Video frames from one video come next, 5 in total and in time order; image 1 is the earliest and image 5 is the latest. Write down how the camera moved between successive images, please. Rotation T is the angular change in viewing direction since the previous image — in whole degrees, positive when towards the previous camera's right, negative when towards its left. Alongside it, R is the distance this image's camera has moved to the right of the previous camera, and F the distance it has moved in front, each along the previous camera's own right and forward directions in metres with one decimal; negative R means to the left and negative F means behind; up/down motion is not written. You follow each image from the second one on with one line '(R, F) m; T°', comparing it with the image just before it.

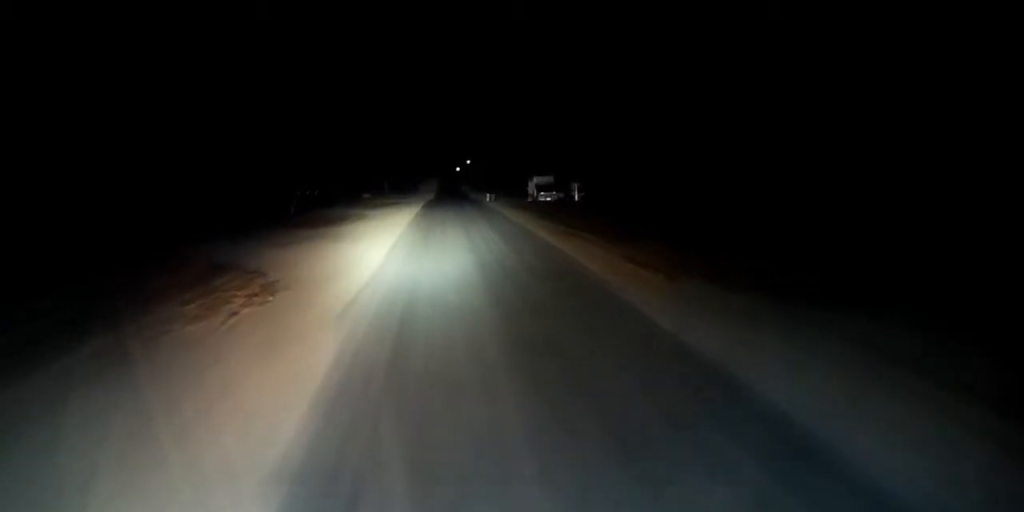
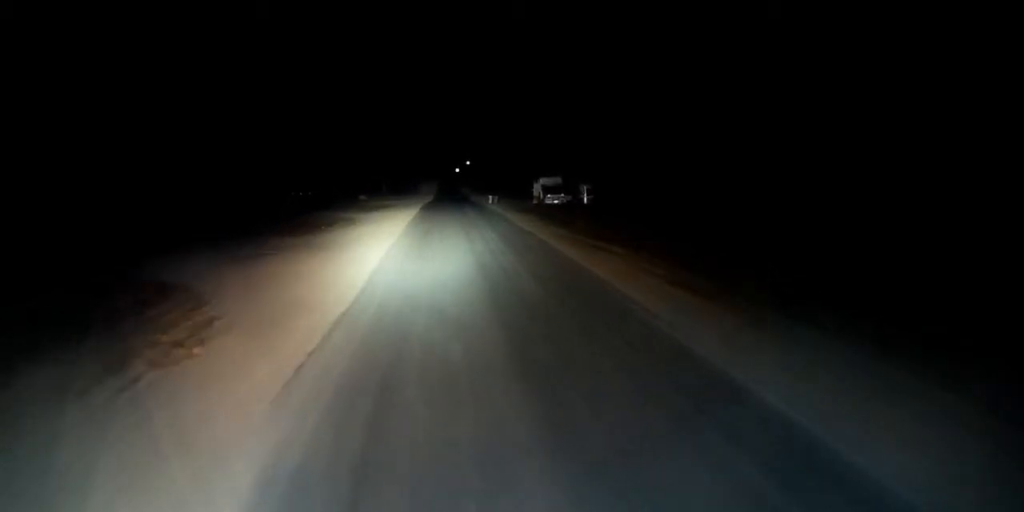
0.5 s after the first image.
(0.0, +6.2) m; 0°
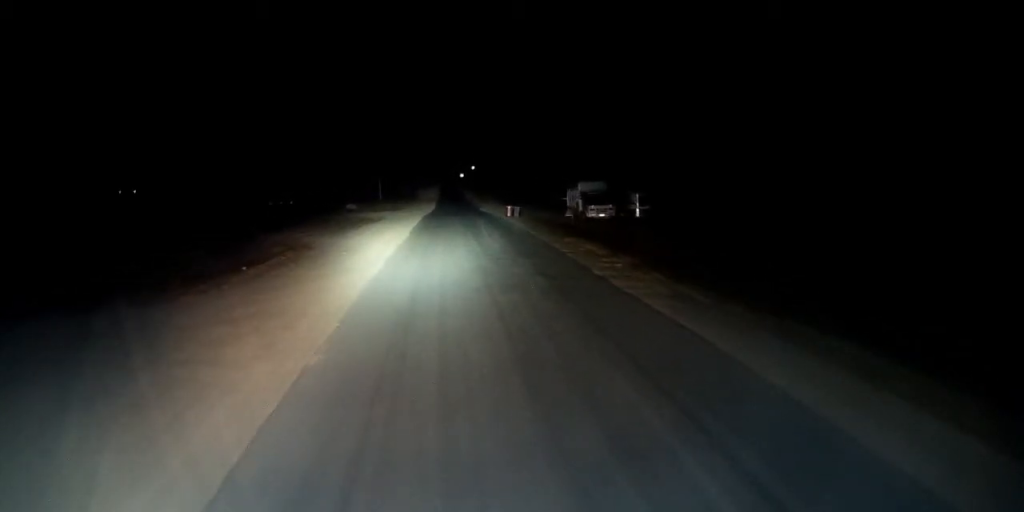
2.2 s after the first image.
(-0.3, +21.2) m; -1°
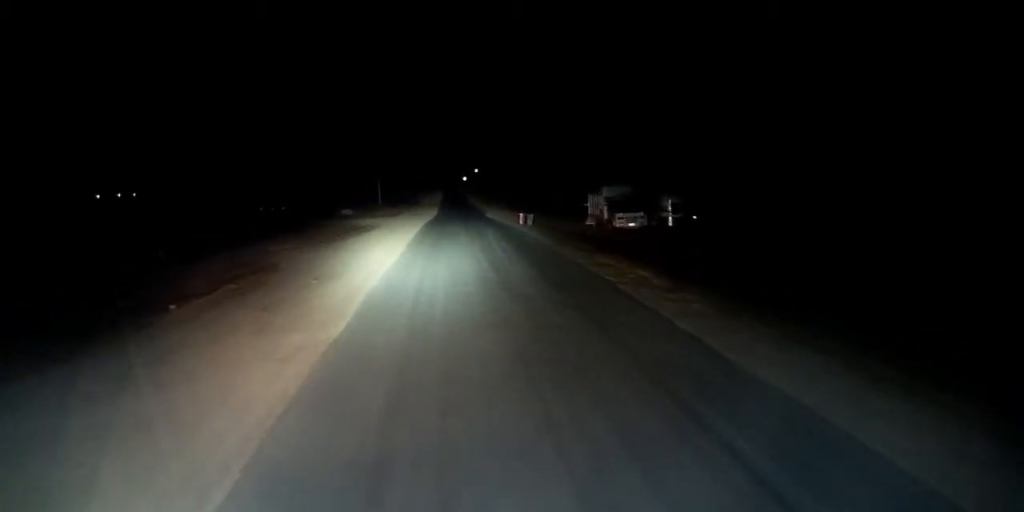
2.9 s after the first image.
(0.0, +8.4) m; 0°
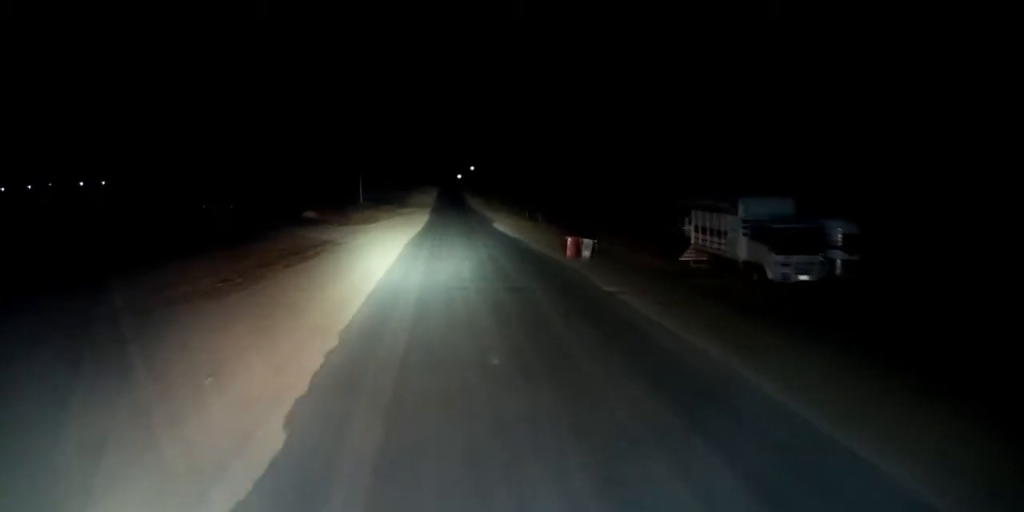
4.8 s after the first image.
(+0.4, +24.8) m; +2°
